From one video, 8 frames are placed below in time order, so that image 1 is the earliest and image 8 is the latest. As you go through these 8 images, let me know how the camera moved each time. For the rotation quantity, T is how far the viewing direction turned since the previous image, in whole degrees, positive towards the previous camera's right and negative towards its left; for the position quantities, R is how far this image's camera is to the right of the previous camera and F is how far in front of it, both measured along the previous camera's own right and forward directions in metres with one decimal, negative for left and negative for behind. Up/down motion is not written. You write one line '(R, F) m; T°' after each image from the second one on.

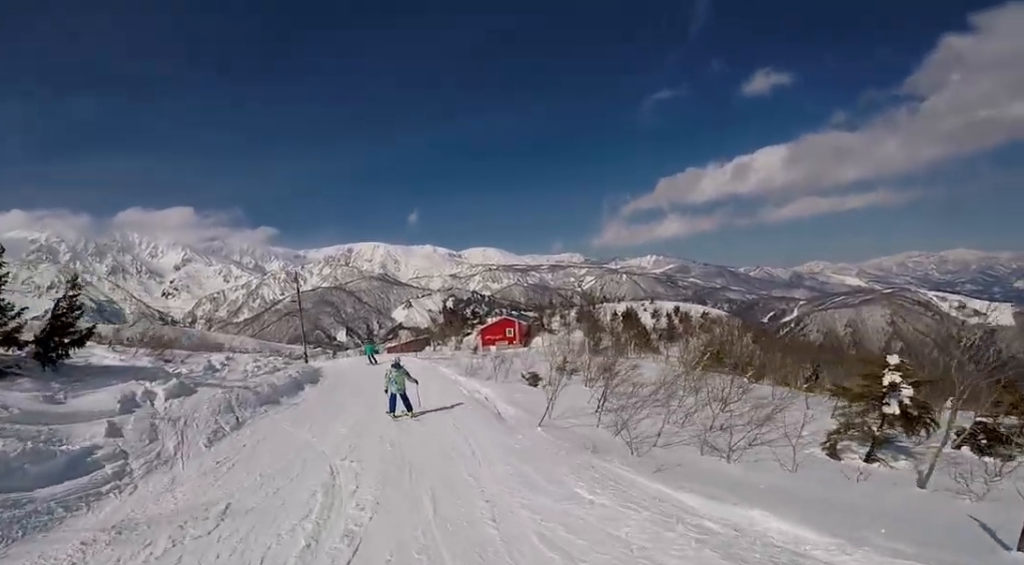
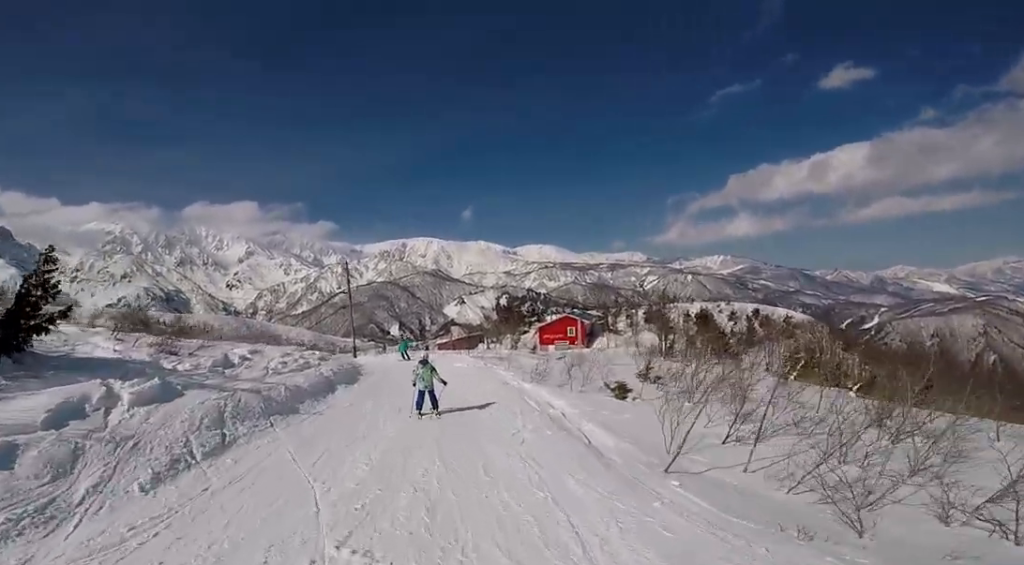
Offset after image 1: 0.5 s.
(0.0, +3.1) m; 0°
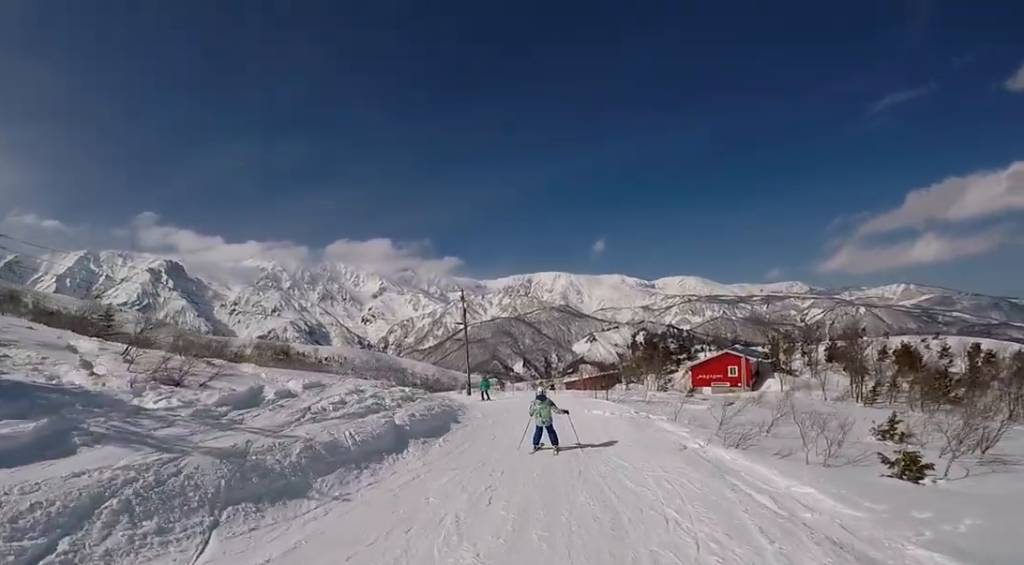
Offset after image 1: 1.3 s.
(0.0, +4.9) m; 0°
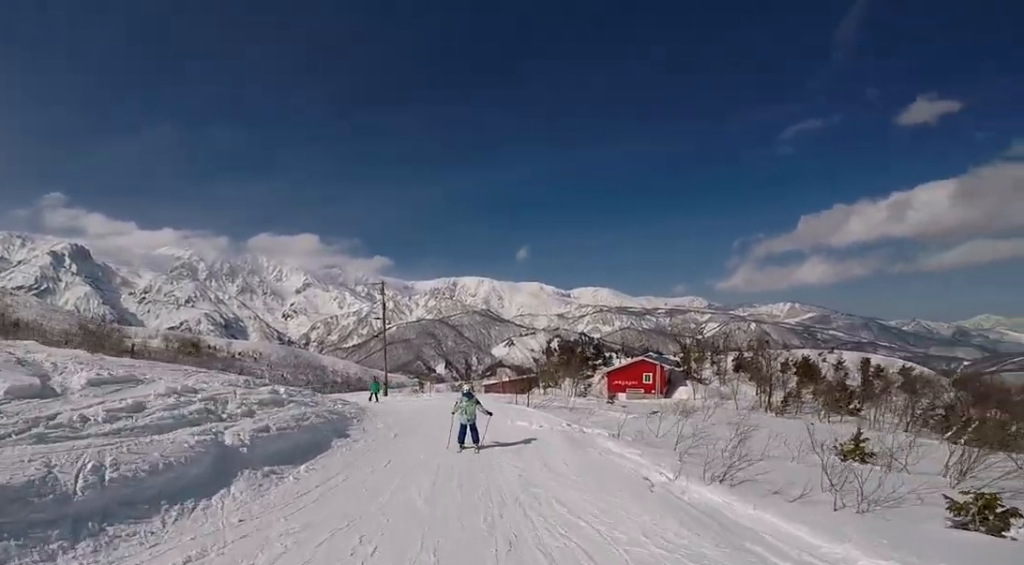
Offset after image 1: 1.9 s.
(0.0, +3.3) m; -1°
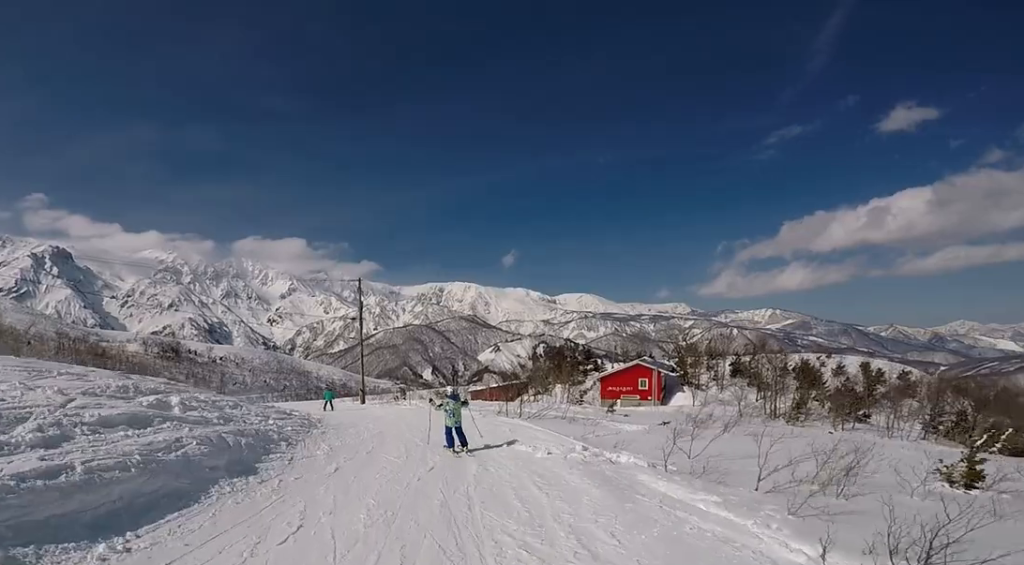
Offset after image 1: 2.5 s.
(+0.1, +3.2) m; -3°
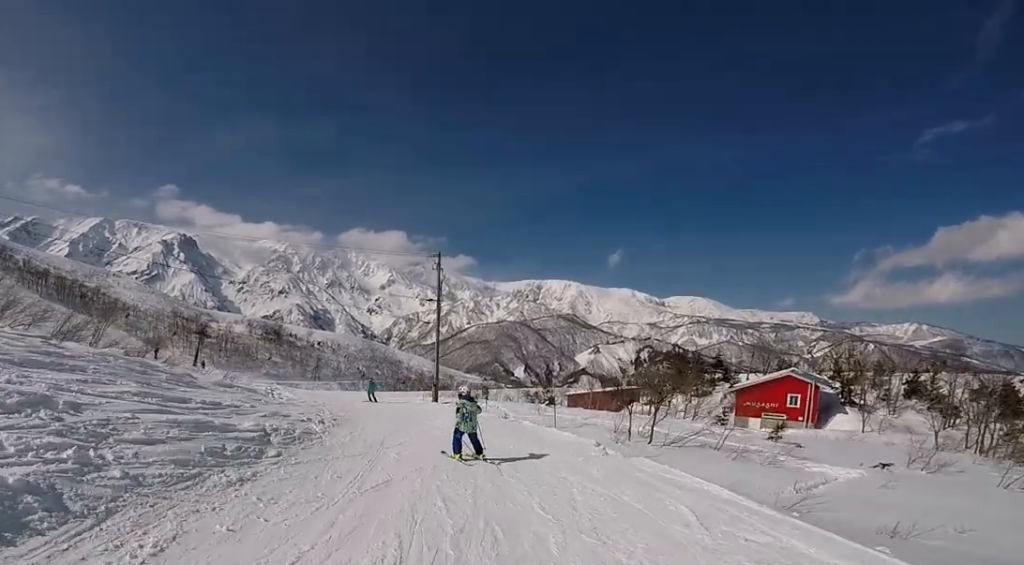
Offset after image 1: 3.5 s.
(-0.5, +5.6) m; -10°
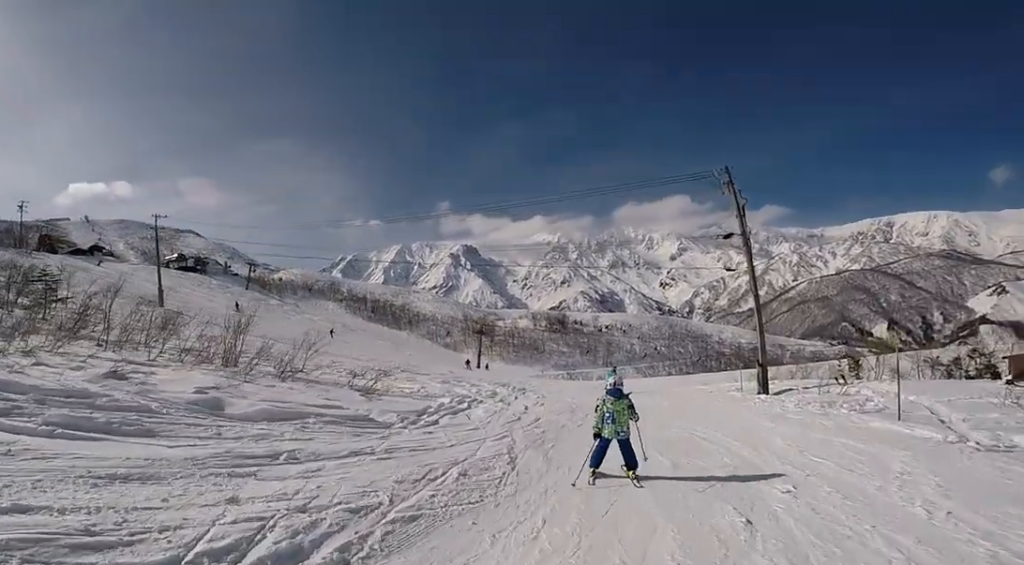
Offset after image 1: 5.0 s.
(-1.2, +7.7) m; -17°
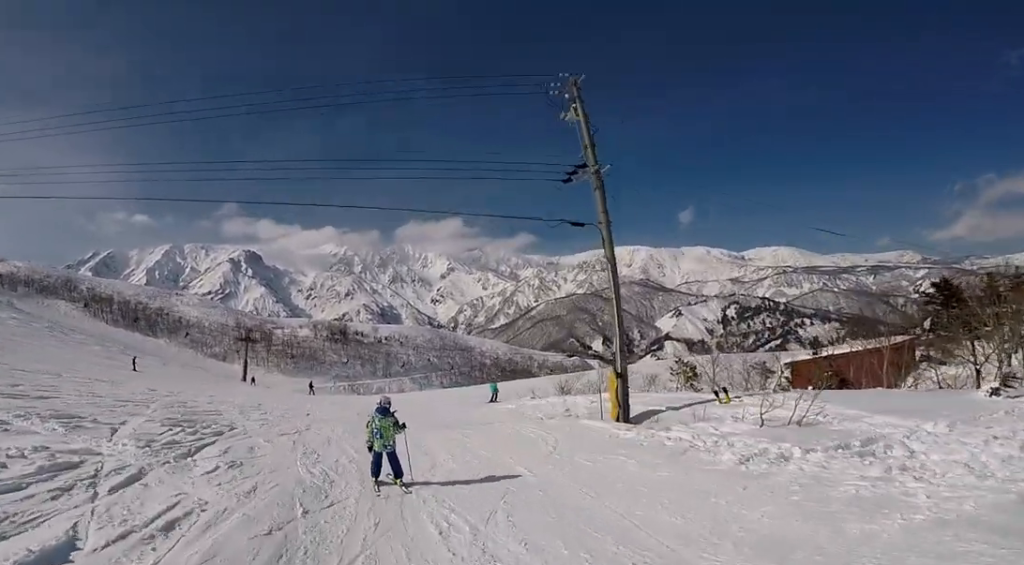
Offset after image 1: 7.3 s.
(+0.1, +12.4) m; +10°
